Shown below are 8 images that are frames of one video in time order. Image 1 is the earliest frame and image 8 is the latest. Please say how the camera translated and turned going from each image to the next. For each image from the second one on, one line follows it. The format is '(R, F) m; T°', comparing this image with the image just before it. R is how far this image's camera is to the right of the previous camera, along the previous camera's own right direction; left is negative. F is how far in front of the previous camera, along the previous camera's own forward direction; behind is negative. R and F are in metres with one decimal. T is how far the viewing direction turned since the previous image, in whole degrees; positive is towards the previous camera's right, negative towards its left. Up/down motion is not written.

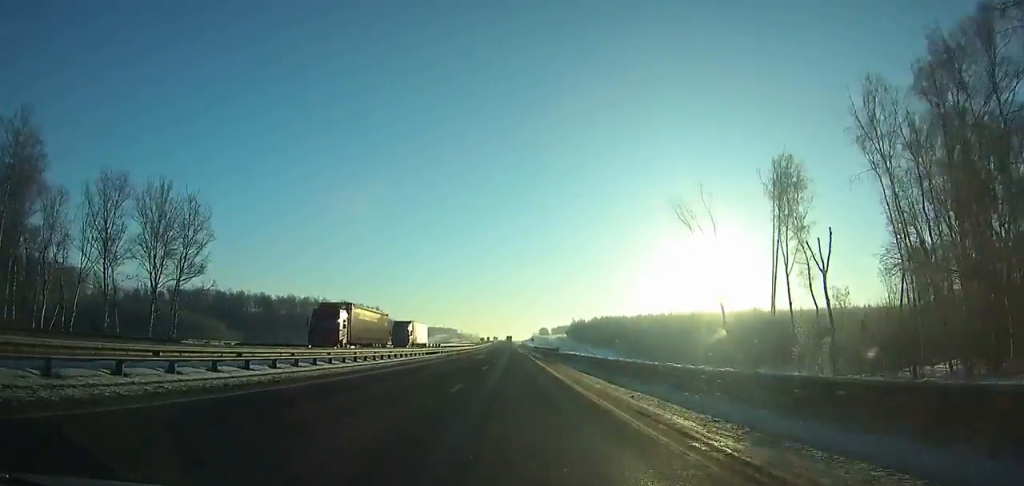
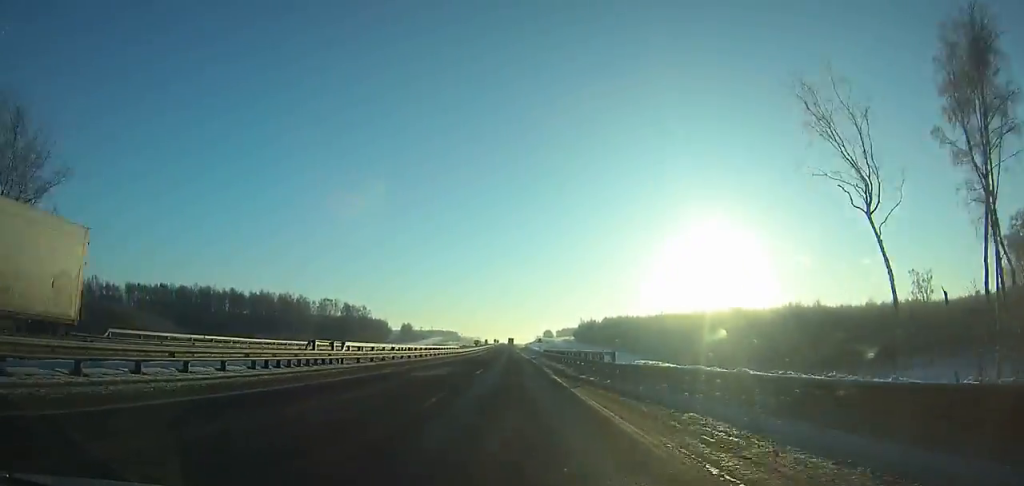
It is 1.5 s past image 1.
(+0.2, +35.4) m; 0°
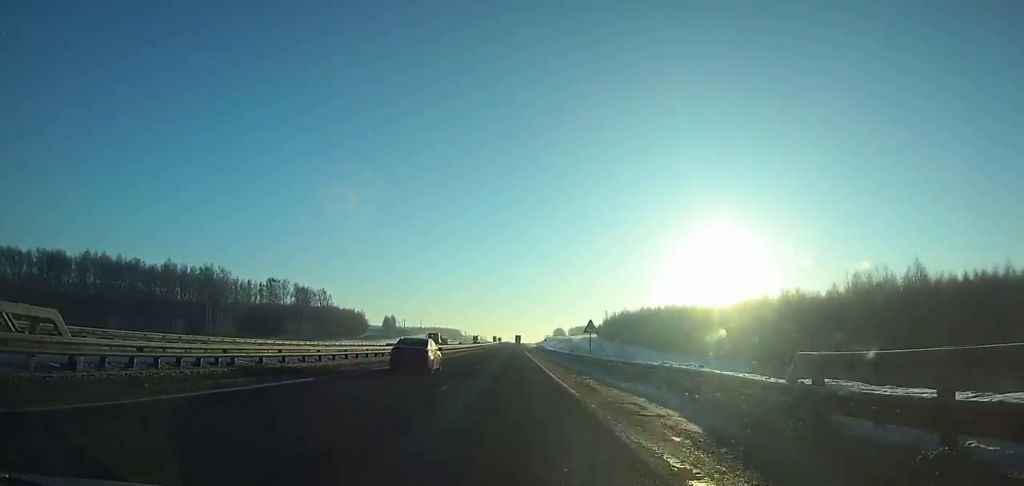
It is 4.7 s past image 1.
(-0.7, +76.0) m; -1°
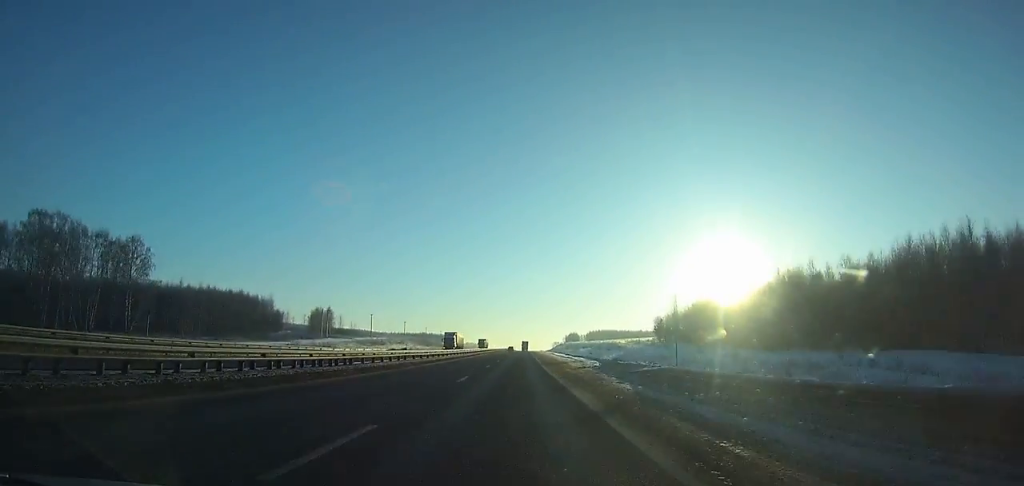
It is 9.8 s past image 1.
(-1.1, +122.8) m; -1°
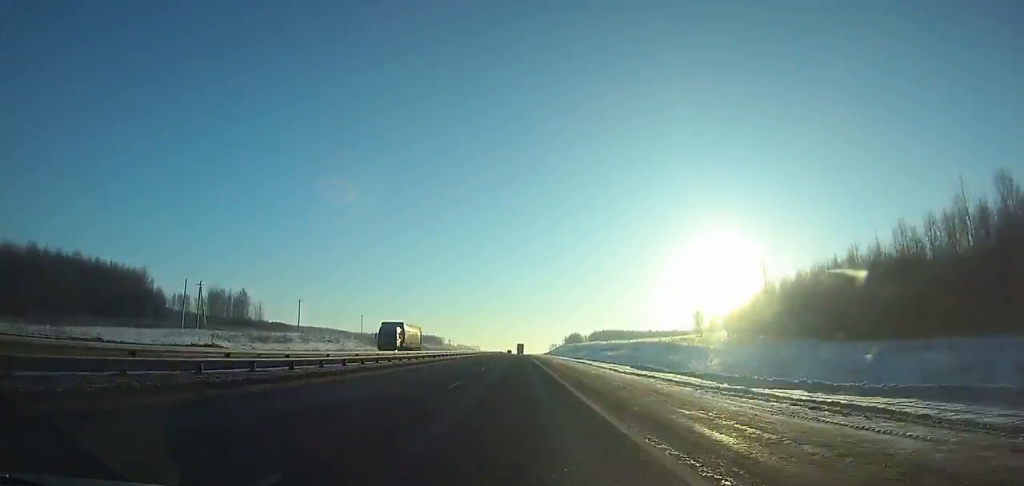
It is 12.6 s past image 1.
(-0.1, +67.8) m; 0°
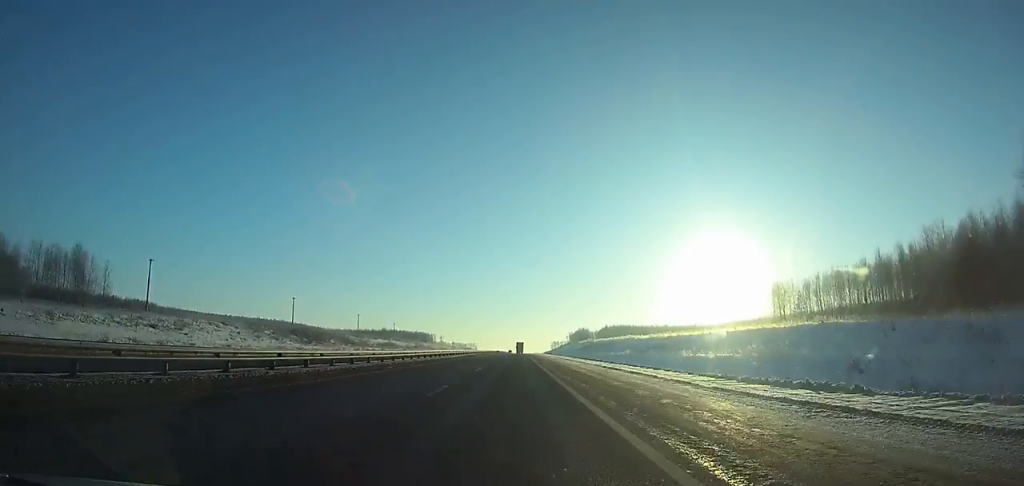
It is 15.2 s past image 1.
(0.0, +63.0) m; 0°
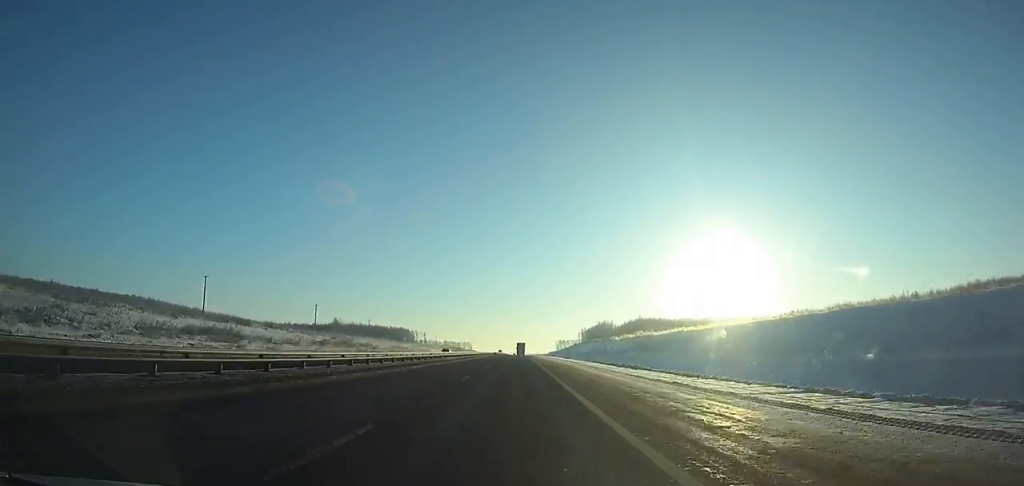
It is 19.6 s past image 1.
(+0.1, +106.2) m; 0°
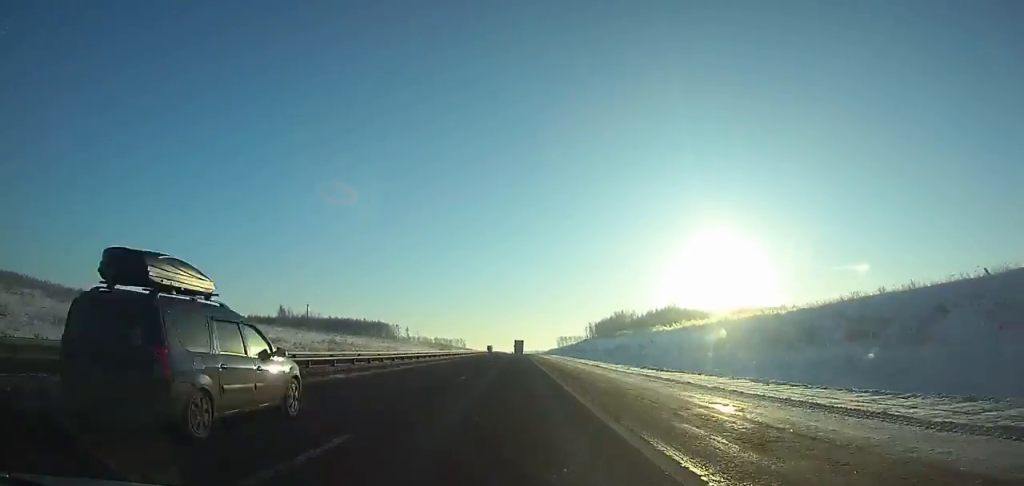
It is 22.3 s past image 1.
(+0.3, +64.9) m; 0°
